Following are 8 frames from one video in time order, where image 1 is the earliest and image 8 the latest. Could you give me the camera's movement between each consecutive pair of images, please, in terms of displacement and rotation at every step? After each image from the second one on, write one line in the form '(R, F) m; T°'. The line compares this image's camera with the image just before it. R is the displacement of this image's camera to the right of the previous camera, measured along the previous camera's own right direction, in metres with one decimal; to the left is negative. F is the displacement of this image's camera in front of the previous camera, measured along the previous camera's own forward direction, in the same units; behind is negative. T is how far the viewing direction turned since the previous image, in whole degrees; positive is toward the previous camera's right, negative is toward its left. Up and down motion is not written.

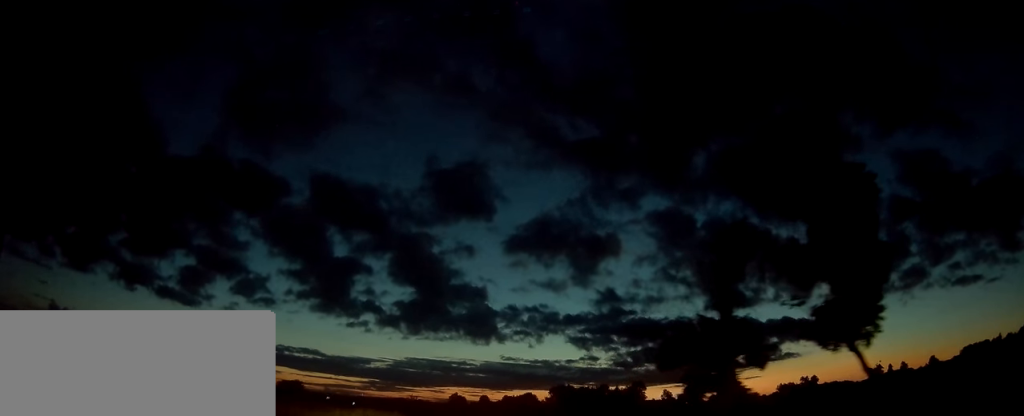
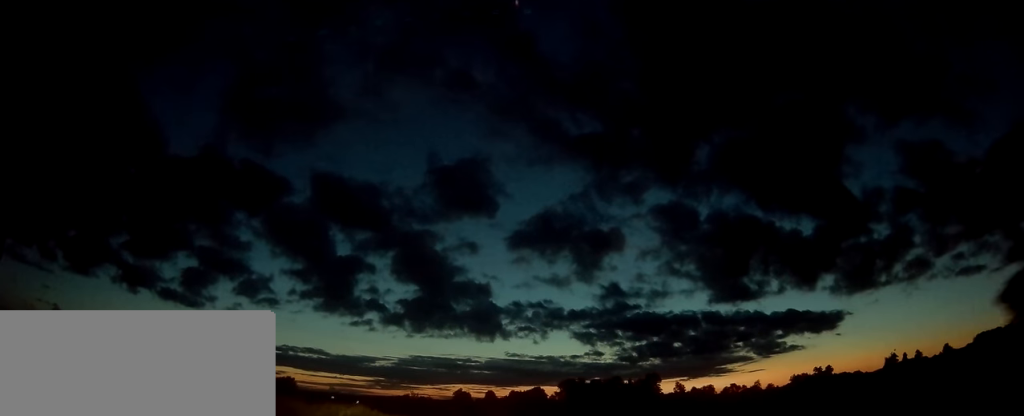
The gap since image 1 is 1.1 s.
(0.0, +18.3) m; 0°
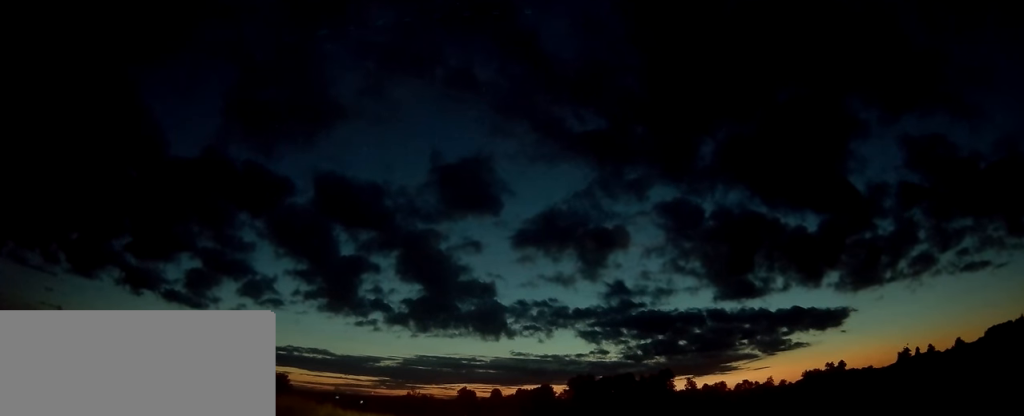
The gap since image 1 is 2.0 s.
(0.0, +14.7) m; 0°
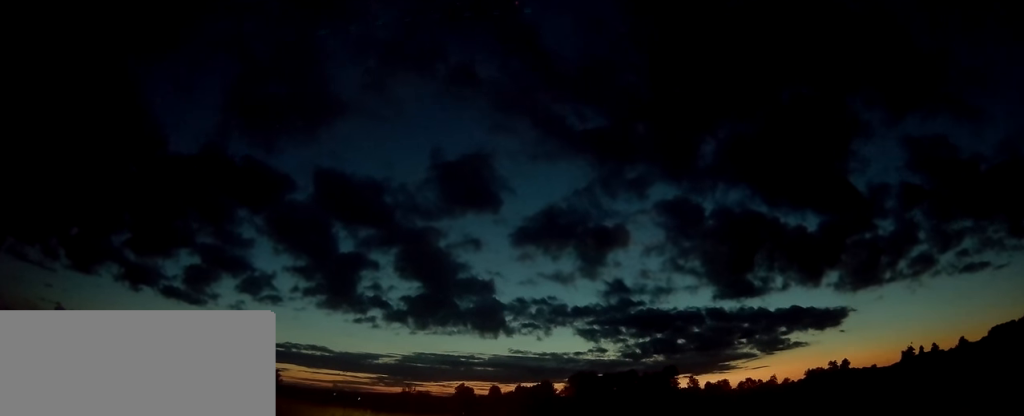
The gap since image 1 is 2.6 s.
(0.0, +9.8) m; 0°
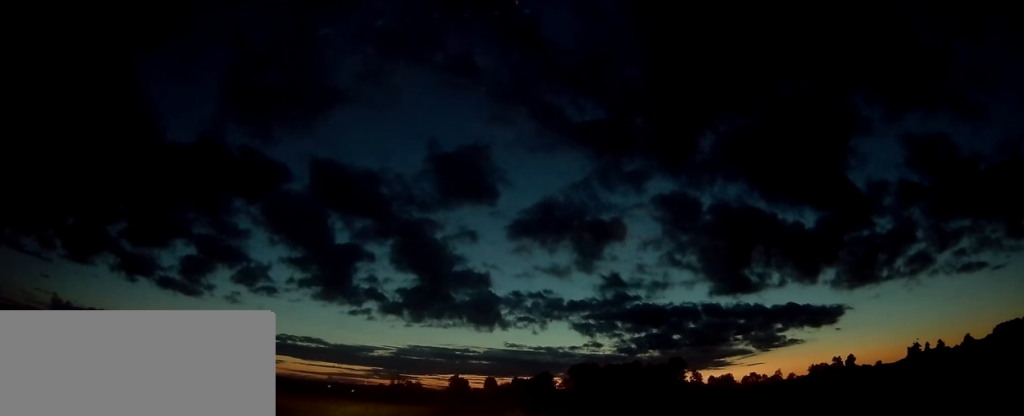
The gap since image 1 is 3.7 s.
(0.0, +16.9) m; 0°
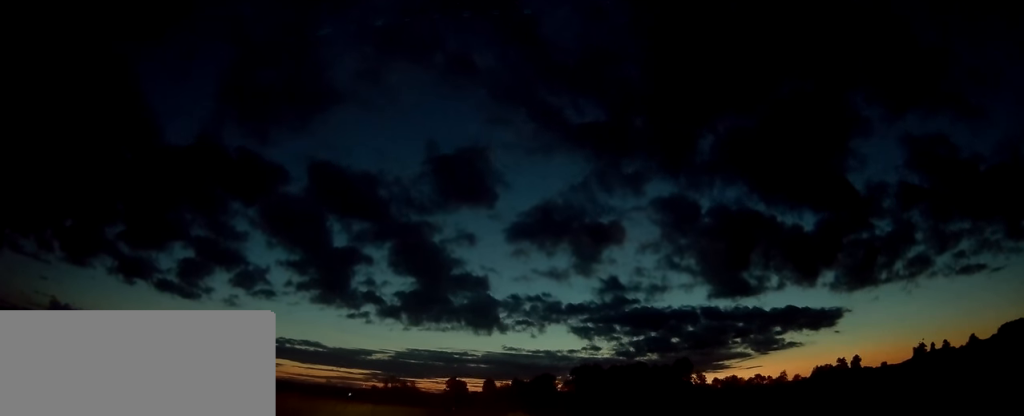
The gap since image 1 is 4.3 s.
(0.0, +11.1) m; 0°
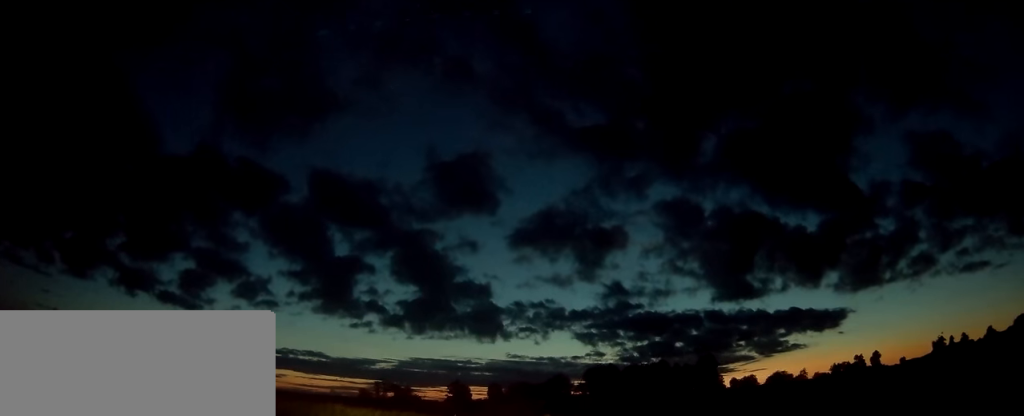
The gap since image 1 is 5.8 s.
(0.0, +24.7) m; 0°
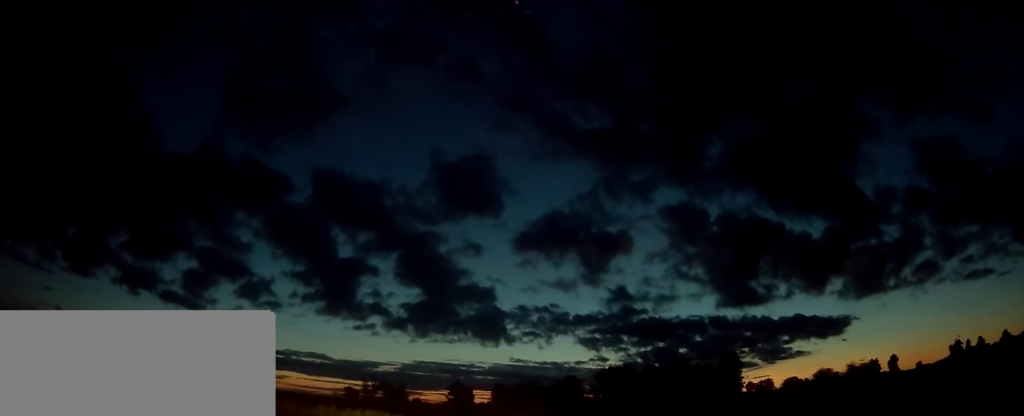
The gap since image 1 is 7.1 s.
(0.0, +21.4) m; 0°
